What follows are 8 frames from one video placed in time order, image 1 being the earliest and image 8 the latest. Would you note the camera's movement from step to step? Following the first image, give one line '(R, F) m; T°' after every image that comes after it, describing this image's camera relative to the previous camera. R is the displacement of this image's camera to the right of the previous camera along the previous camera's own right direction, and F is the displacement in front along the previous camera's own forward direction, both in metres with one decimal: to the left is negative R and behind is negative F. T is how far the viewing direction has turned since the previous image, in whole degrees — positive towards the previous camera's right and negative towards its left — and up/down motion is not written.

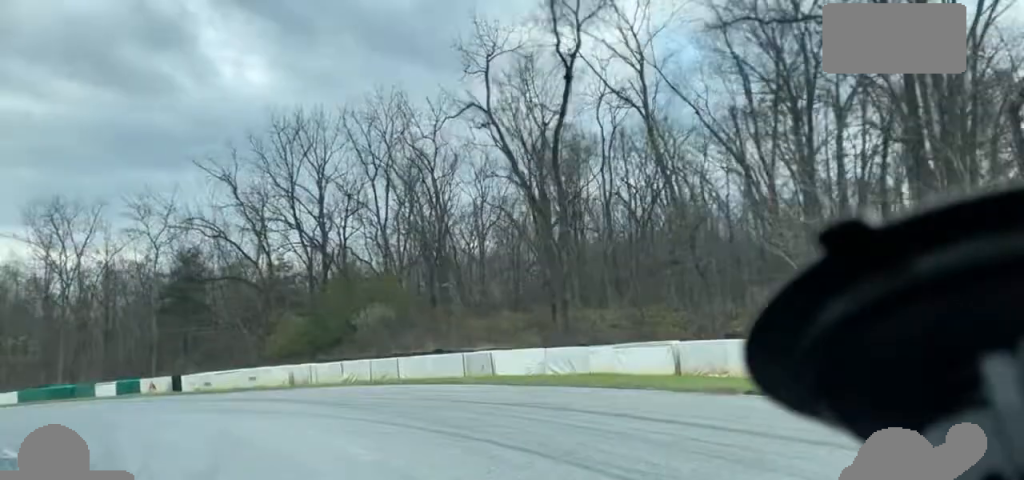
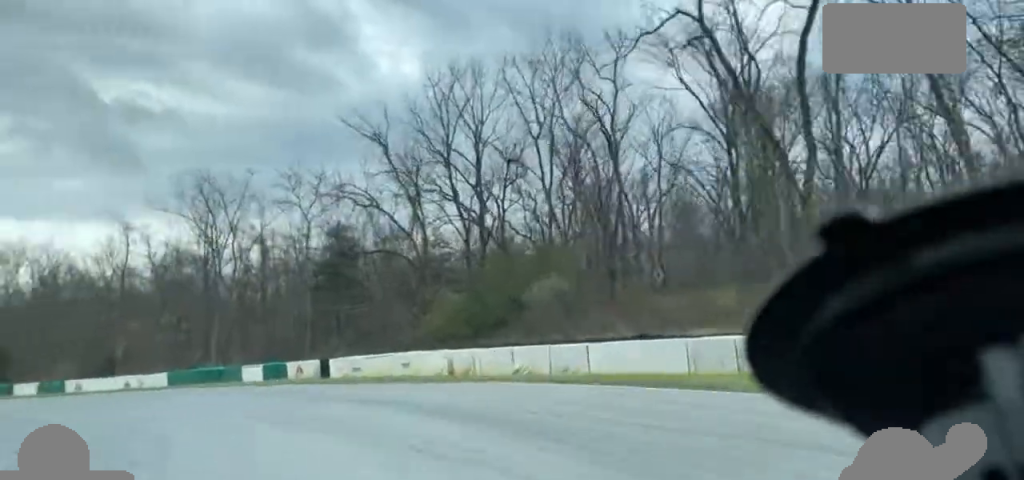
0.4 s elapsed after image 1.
(-3.8, +9.1) m; -22°
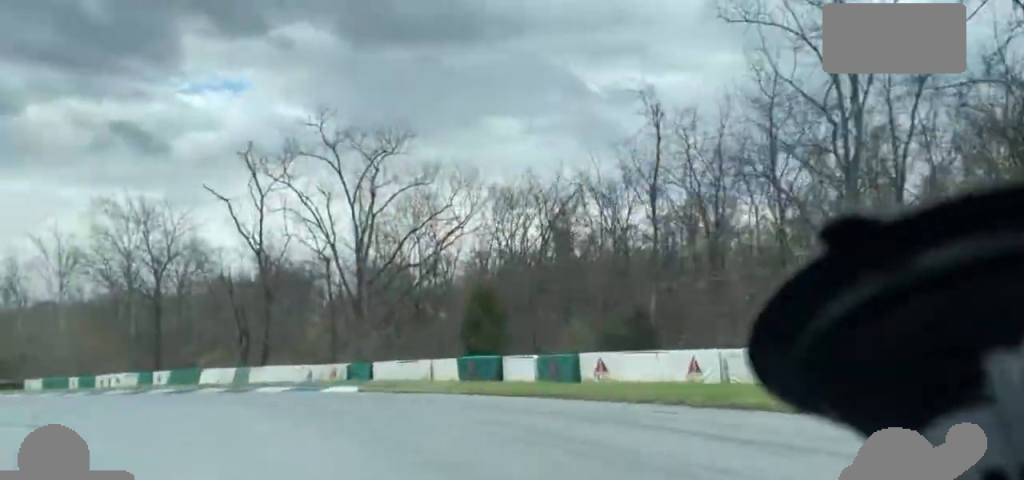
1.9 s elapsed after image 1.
(-18.5, +23.4) m; -27°
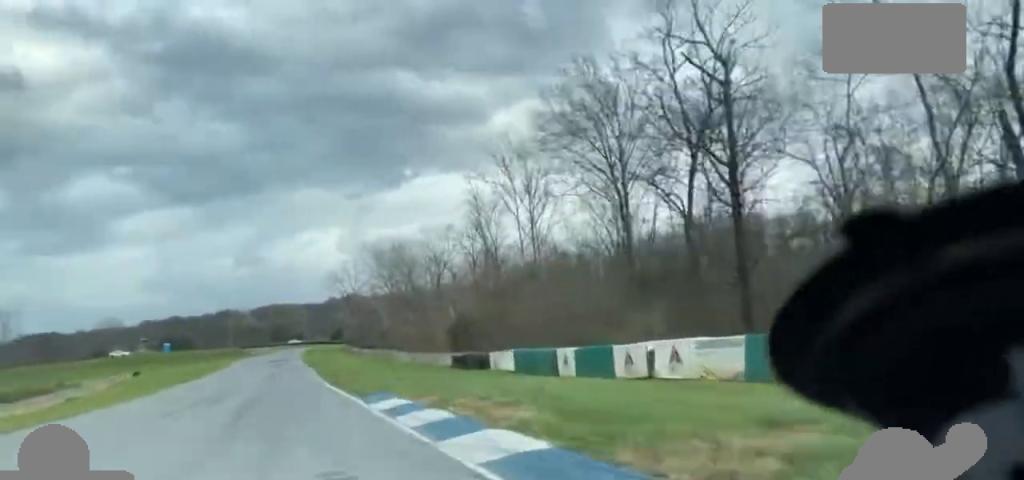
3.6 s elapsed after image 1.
(+5.7, +46.9) m; -15°
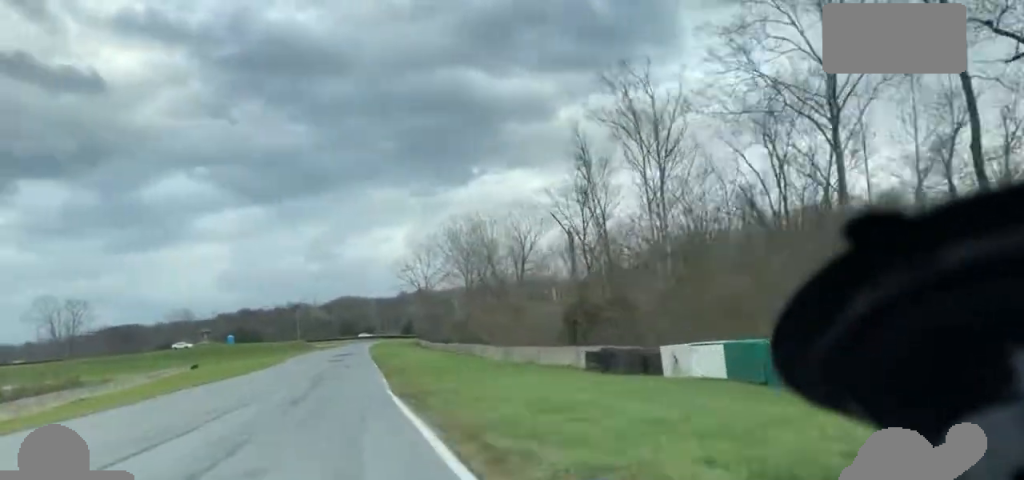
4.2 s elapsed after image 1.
(-2.5, +17.9) m; -9°
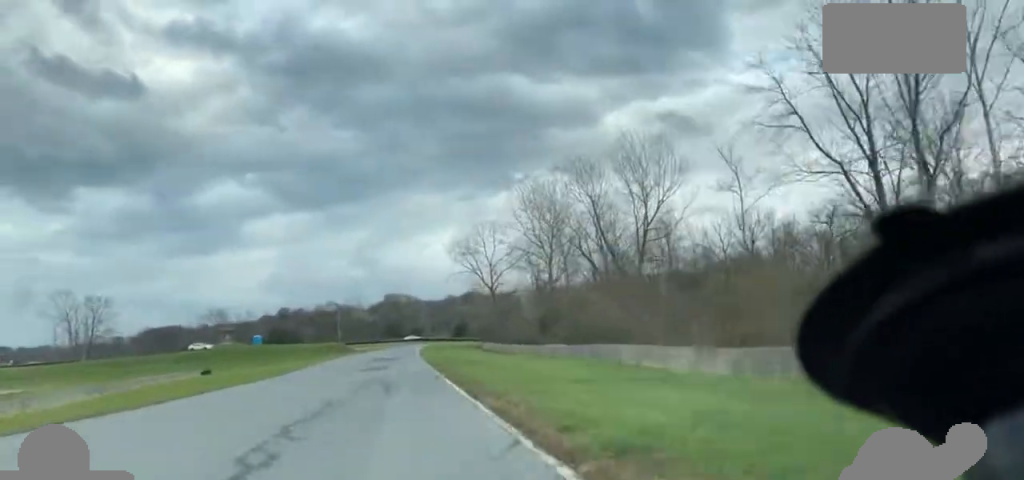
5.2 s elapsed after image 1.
(-2.1, +32.1) m; -3°
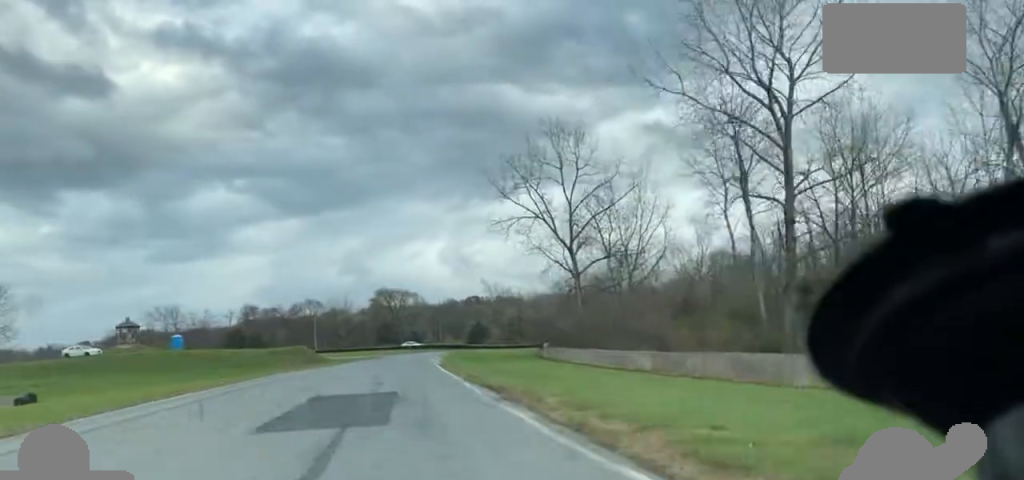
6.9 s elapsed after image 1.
(+2.3, +56.1) m; +3°
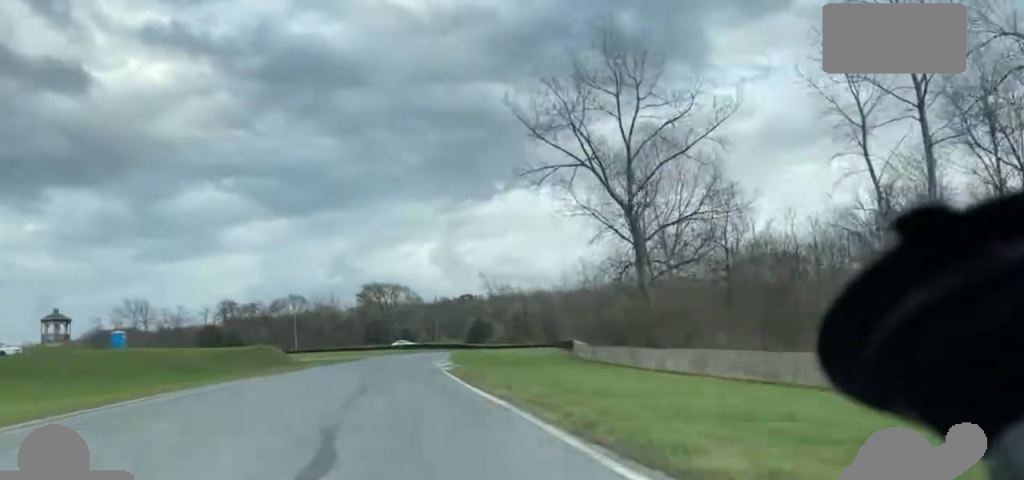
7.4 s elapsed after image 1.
(-0.2, +17.2) m; 0°
